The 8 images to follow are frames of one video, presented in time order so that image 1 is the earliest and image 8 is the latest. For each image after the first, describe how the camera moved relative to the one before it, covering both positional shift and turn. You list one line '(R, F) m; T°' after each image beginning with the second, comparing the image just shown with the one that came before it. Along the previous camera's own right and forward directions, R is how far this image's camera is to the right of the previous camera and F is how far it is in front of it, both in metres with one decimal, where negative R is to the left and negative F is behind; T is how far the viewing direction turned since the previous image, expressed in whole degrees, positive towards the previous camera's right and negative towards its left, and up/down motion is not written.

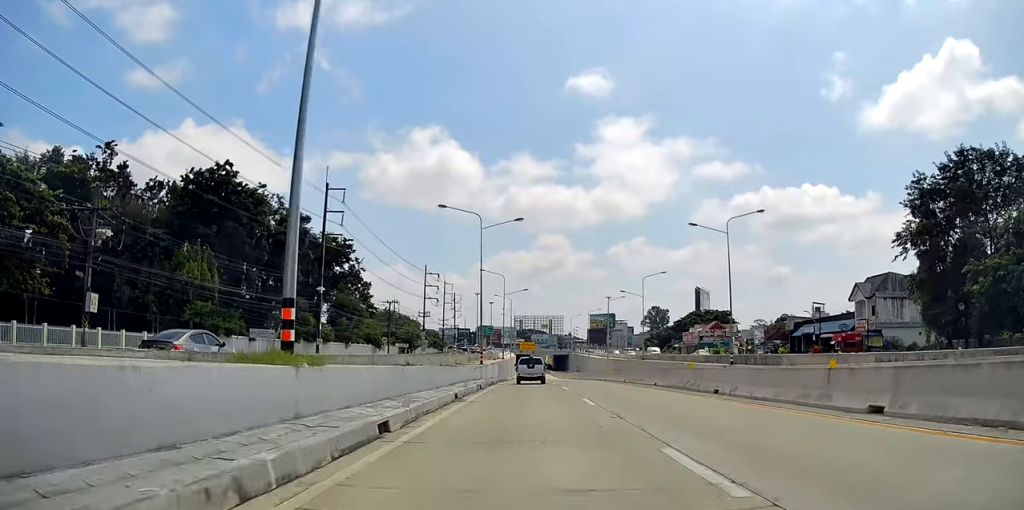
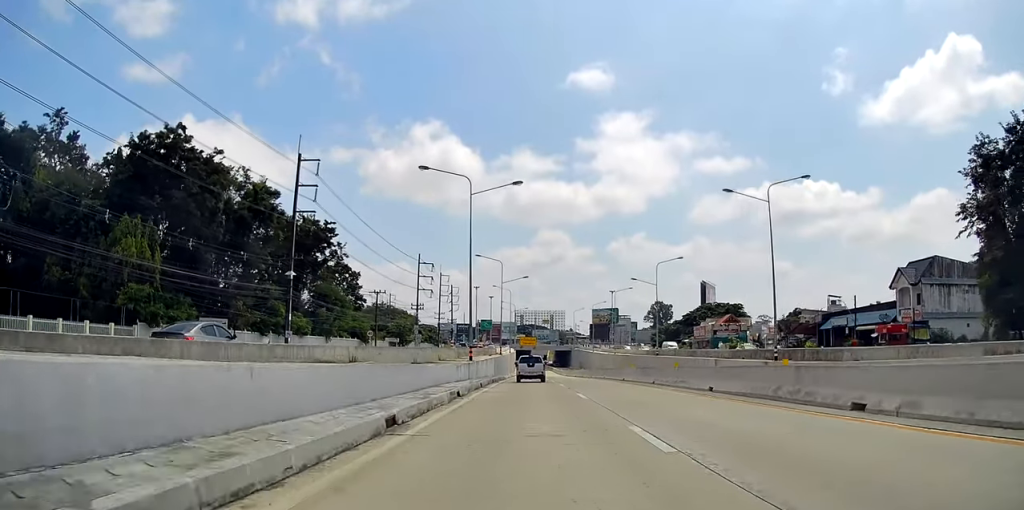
(-0.1, +9.3) m; +1°
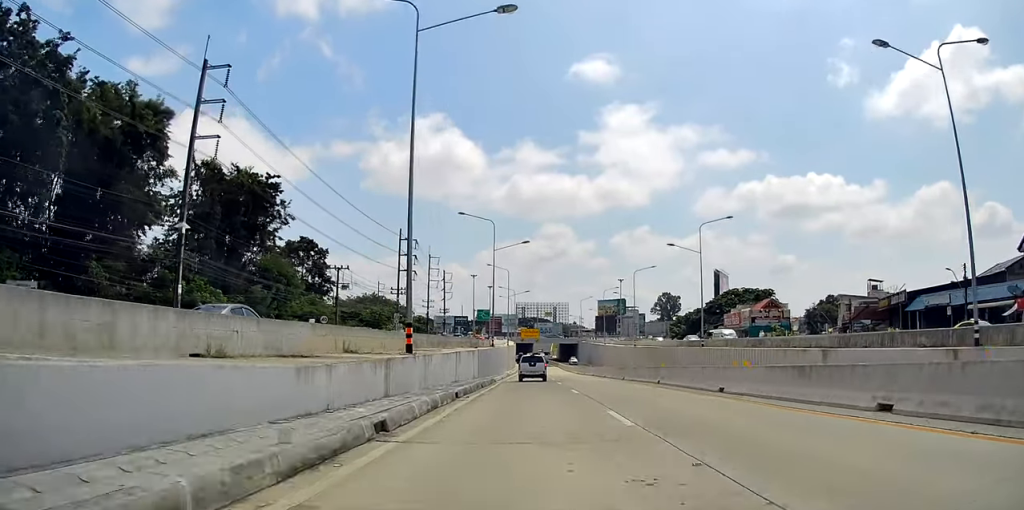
(+0.4, +20.4) m; 0°
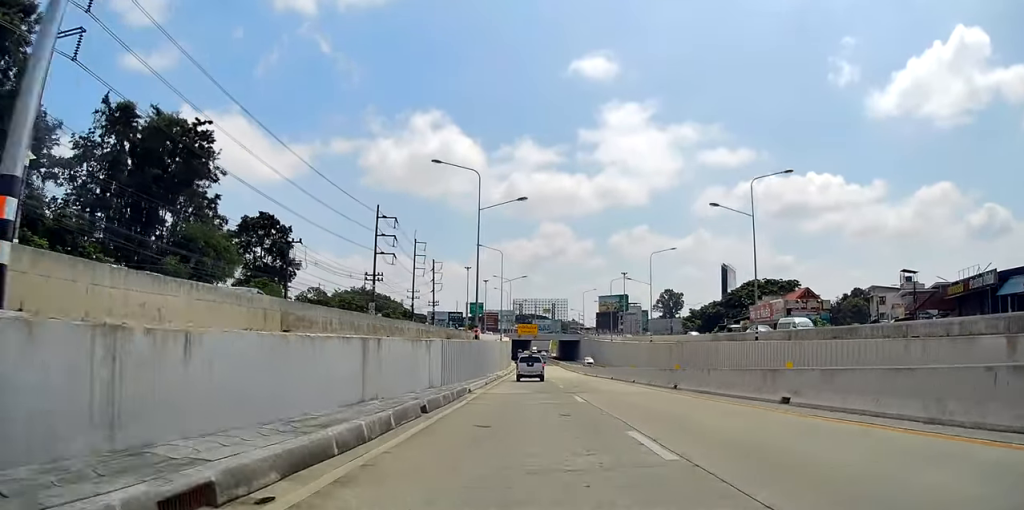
(-0.1, +15.5) m; 0°
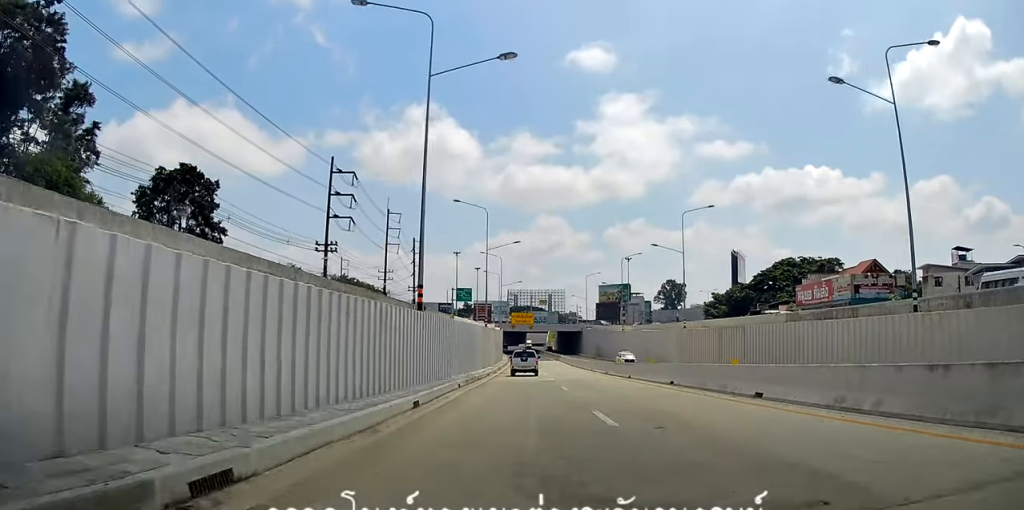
(+0.1, +21.0) m; -2°
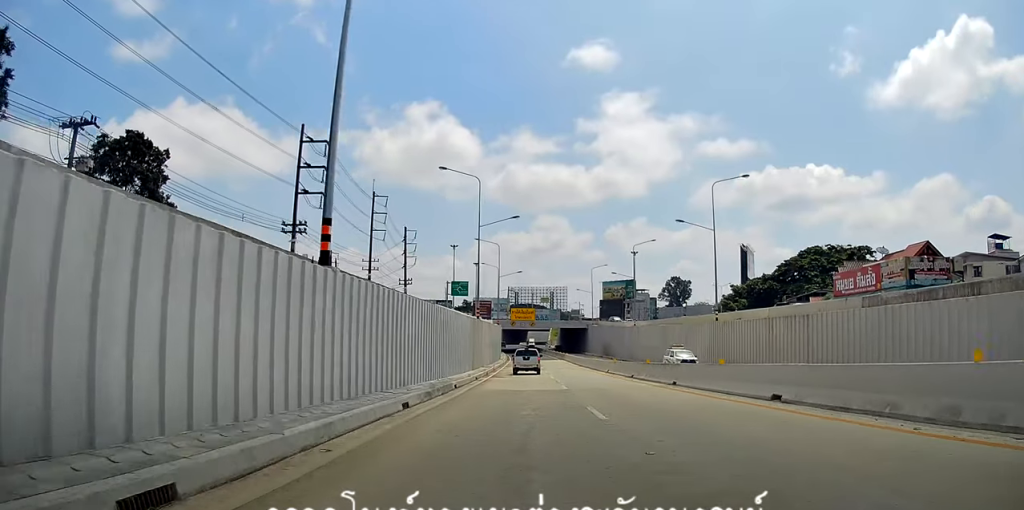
(-0.2, +10.5) m; -1°
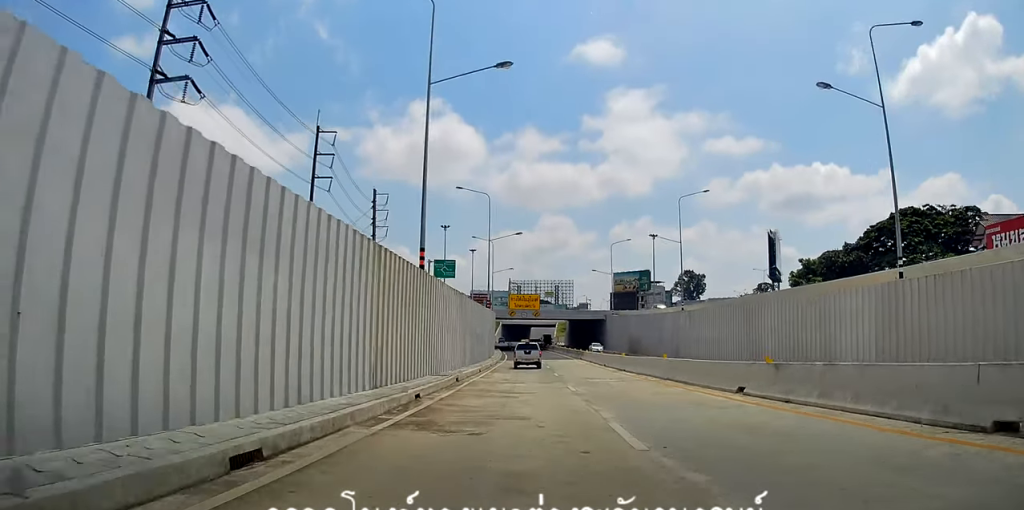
(-0.1, +27.5) m; 0°
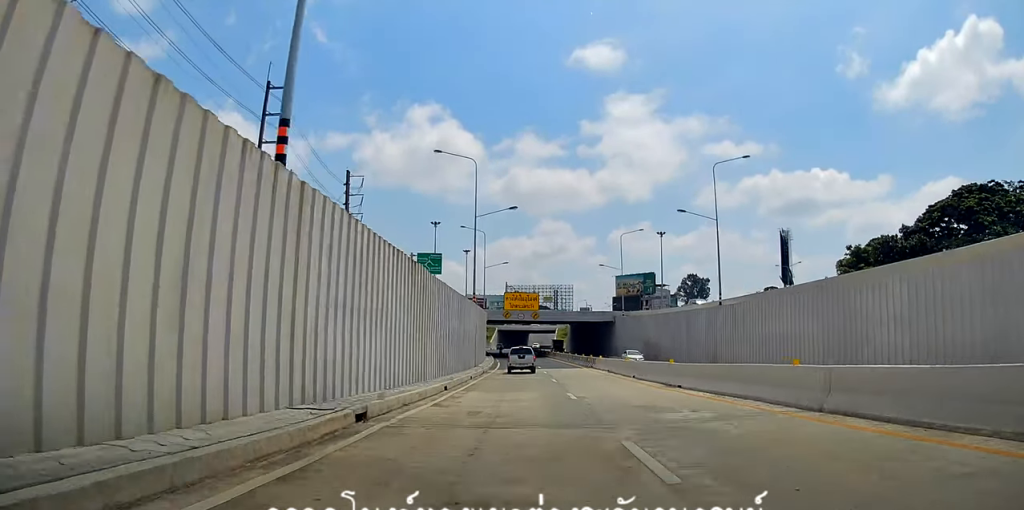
(+0.1, +13.6) m; 0°
